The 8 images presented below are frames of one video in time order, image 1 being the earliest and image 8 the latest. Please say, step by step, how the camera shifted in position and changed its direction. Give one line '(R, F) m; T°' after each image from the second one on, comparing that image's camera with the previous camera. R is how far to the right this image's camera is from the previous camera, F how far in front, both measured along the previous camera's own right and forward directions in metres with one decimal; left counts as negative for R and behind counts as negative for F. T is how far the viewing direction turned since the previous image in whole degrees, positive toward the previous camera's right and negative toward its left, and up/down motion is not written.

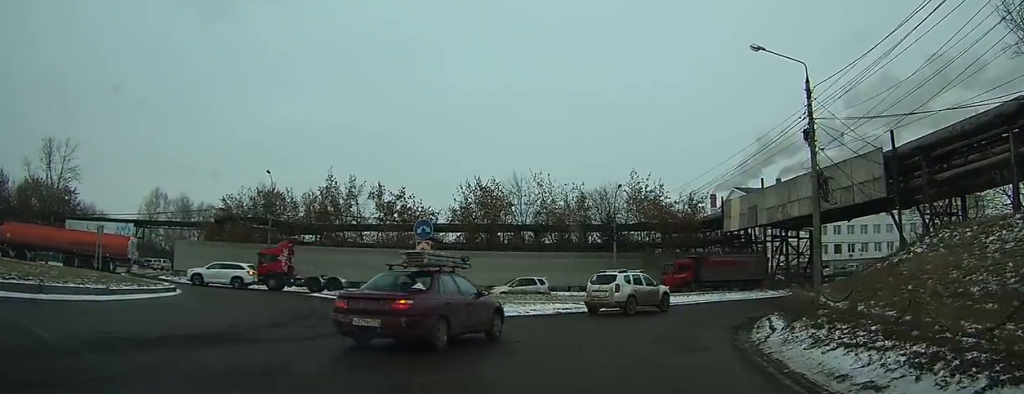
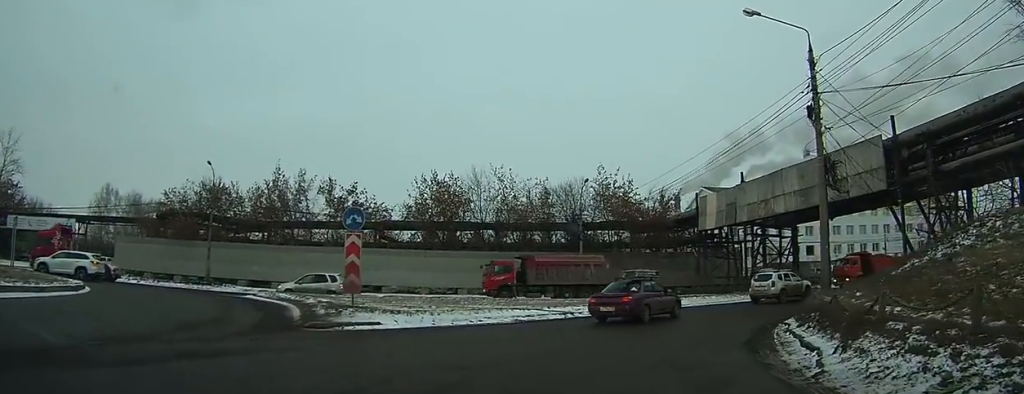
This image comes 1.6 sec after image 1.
(+0.7, +6.1) m; +5°
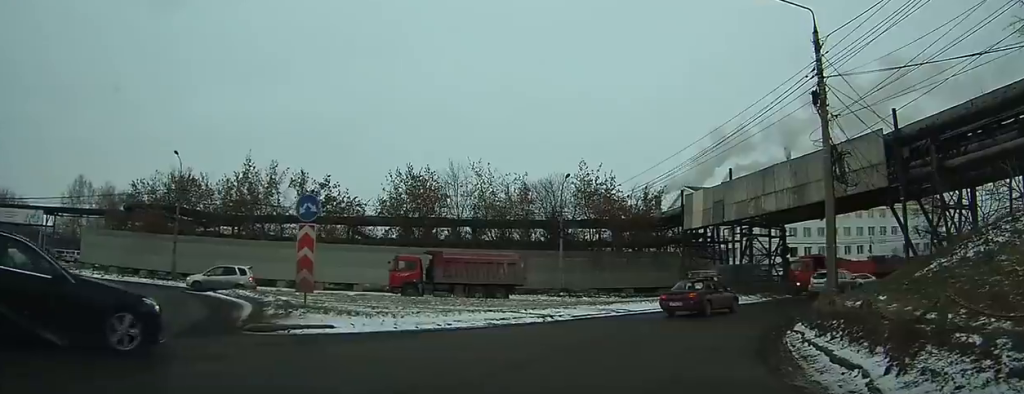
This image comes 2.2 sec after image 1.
(-0.2, +2.5) m; 0°
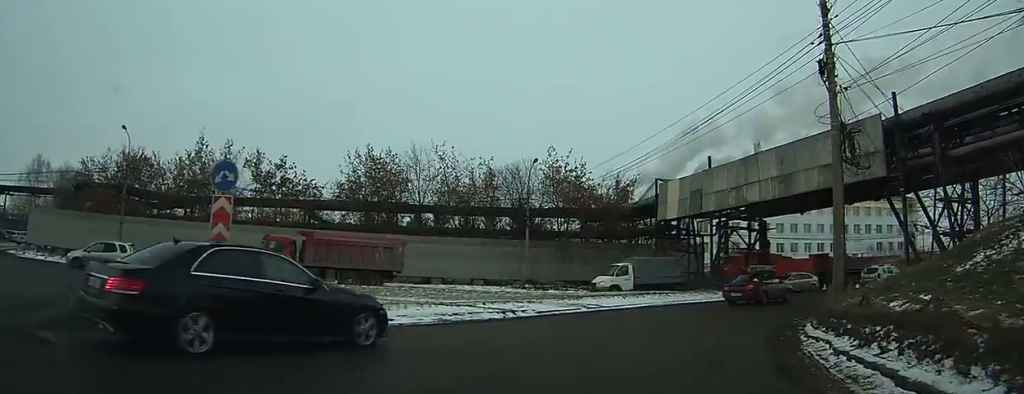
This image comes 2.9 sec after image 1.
(+0.1, +3.0) m; +4°
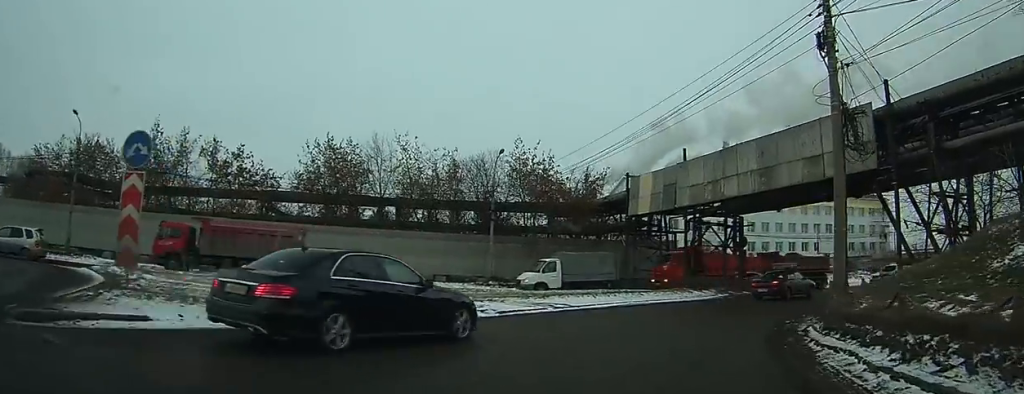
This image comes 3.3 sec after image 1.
(0.0, +1.9) m; +4°
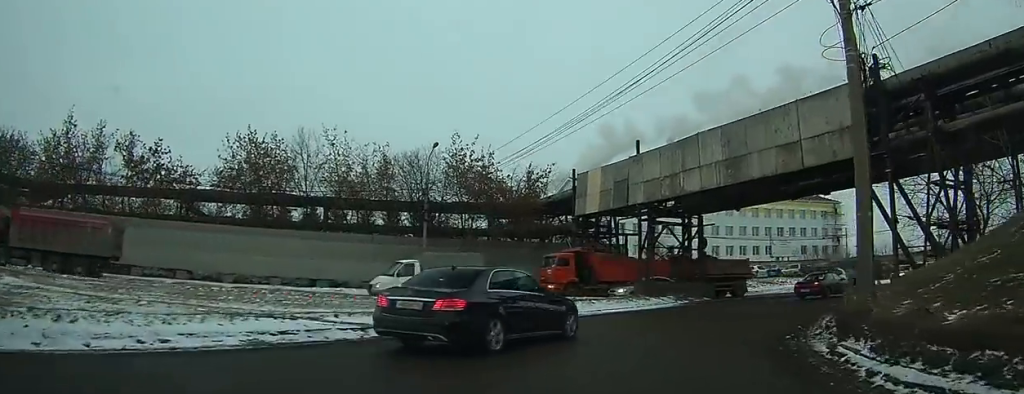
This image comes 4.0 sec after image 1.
(+0.2, +3.5) m; +5°
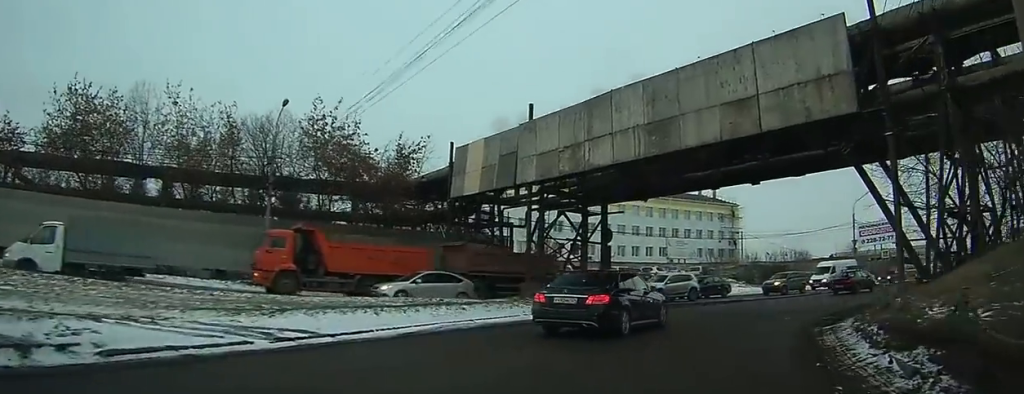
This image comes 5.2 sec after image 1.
(+0.5, +6.2) m; +10°
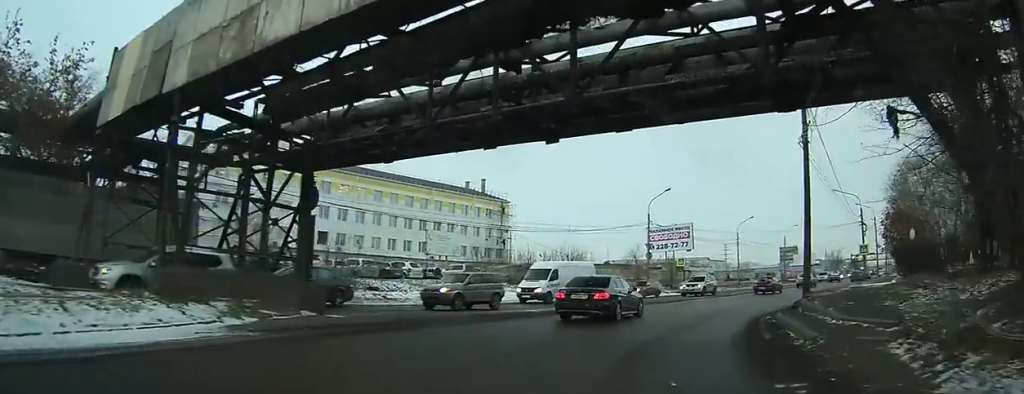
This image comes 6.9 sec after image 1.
(+1.7, +10.6) m; +18°
